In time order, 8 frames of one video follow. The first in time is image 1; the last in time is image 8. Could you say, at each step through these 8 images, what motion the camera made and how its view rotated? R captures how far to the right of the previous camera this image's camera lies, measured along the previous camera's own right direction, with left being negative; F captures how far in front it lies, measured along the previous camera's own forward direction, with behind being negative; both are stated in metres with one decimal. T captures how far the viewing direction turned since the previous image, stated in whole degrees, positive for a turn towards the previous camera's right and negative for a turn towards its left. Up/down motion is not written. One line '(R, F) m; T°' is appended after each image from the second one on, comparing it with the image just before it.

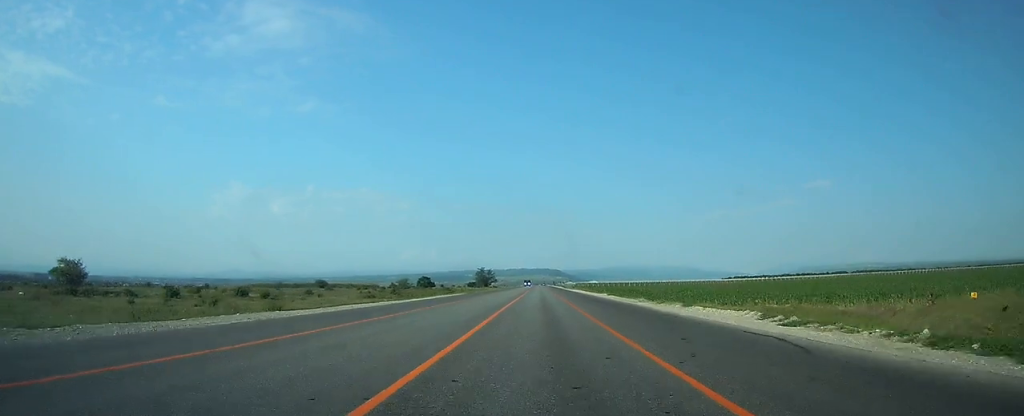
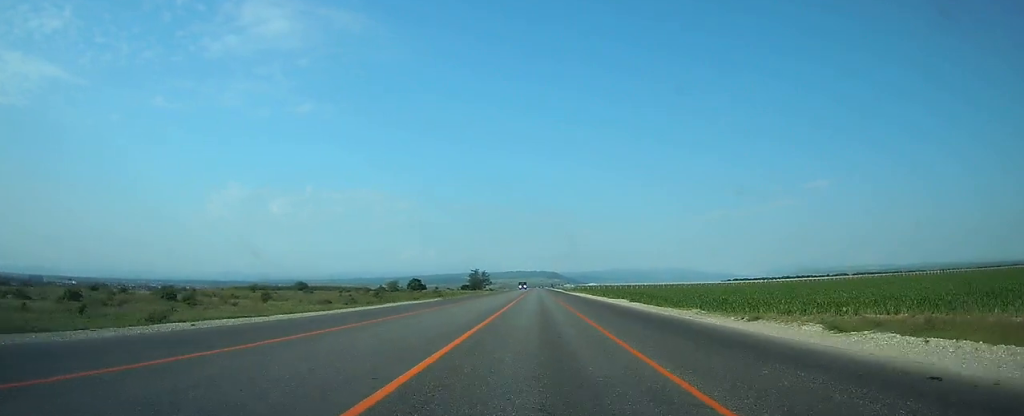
(0.0, +17.2) m; 0°
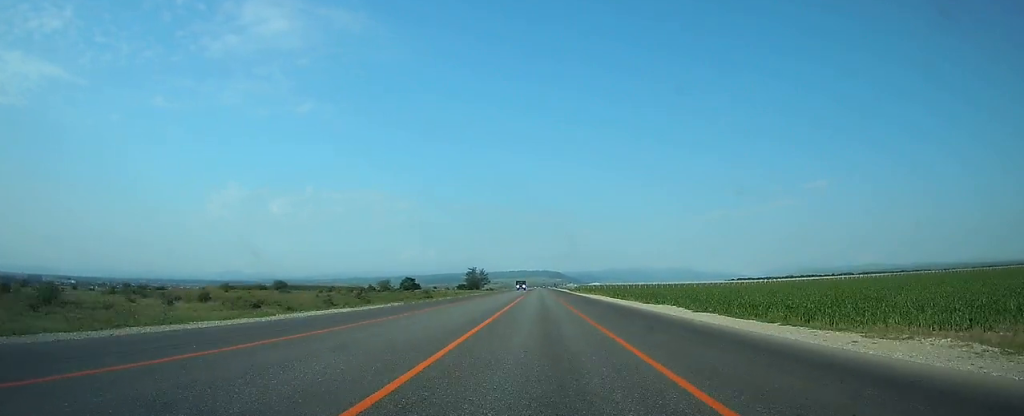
(0.0, +19.3) m; 0°
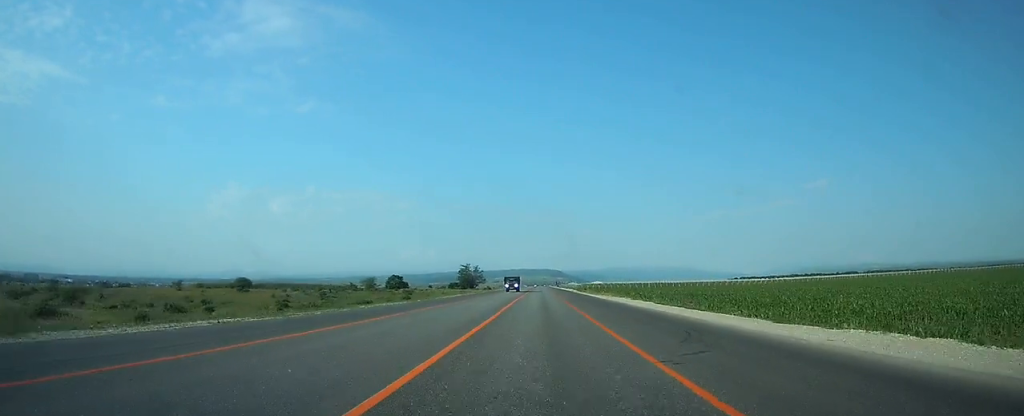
(+0.1, +25.1) m; 0°
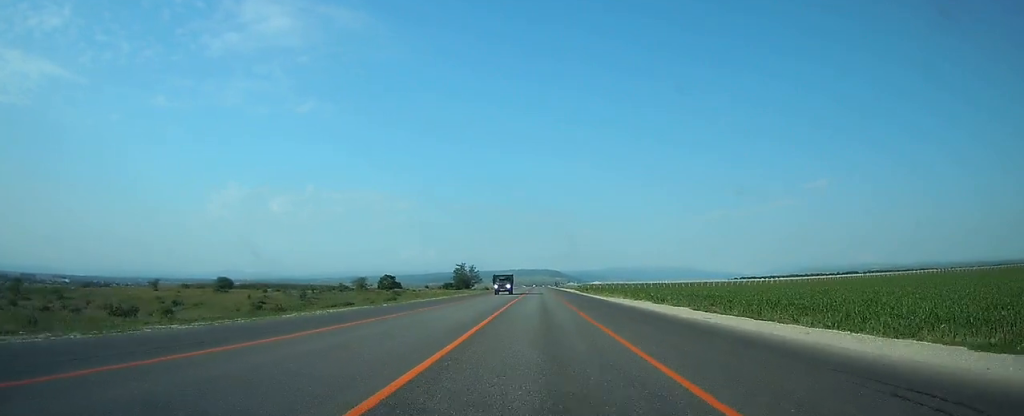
(0.0, +10.1) m; 0°
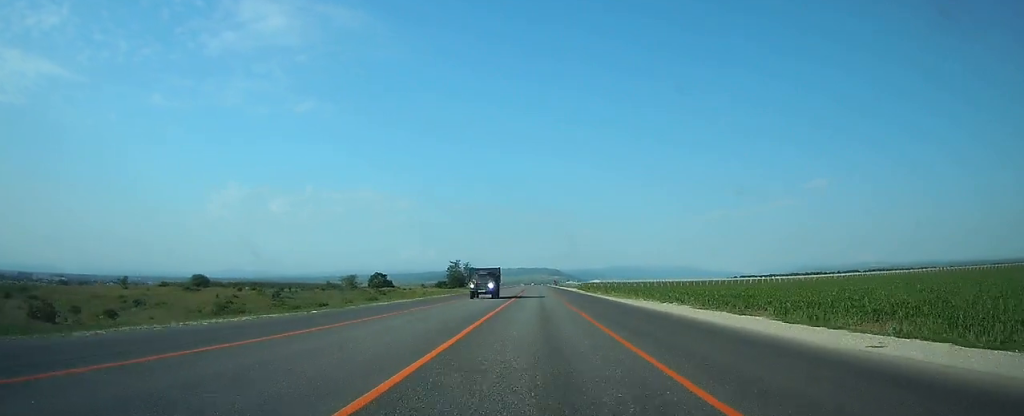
(0.0, +11.5) m; 0°
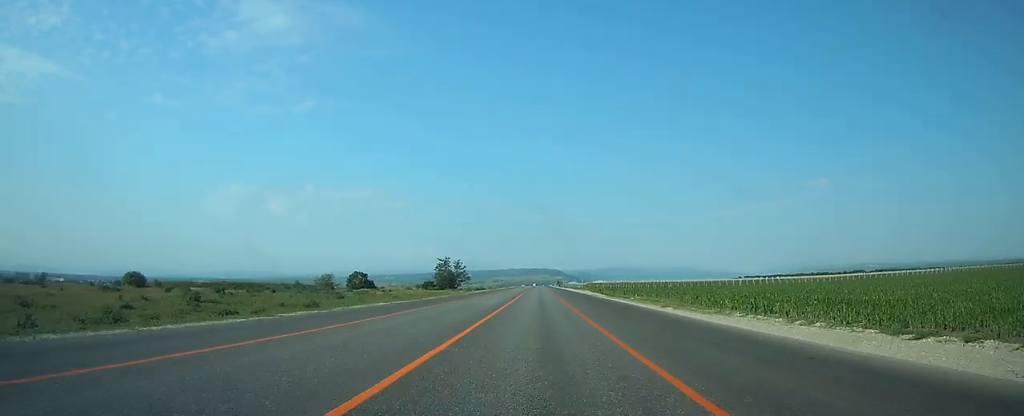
(+0.1, +26.7) m; 0°
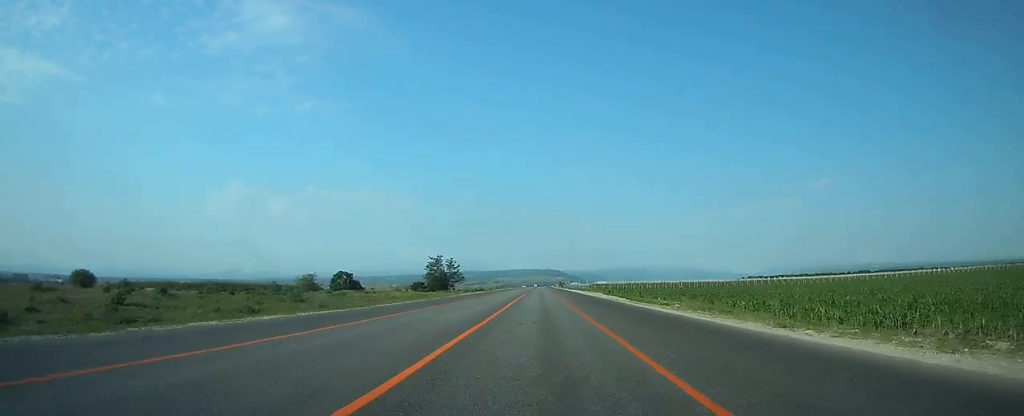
(0.0, +16.6) m; 0°
